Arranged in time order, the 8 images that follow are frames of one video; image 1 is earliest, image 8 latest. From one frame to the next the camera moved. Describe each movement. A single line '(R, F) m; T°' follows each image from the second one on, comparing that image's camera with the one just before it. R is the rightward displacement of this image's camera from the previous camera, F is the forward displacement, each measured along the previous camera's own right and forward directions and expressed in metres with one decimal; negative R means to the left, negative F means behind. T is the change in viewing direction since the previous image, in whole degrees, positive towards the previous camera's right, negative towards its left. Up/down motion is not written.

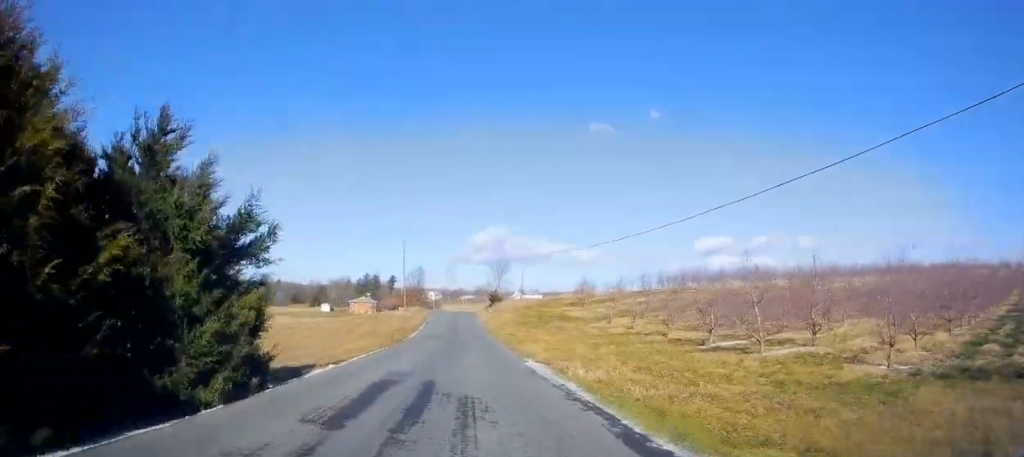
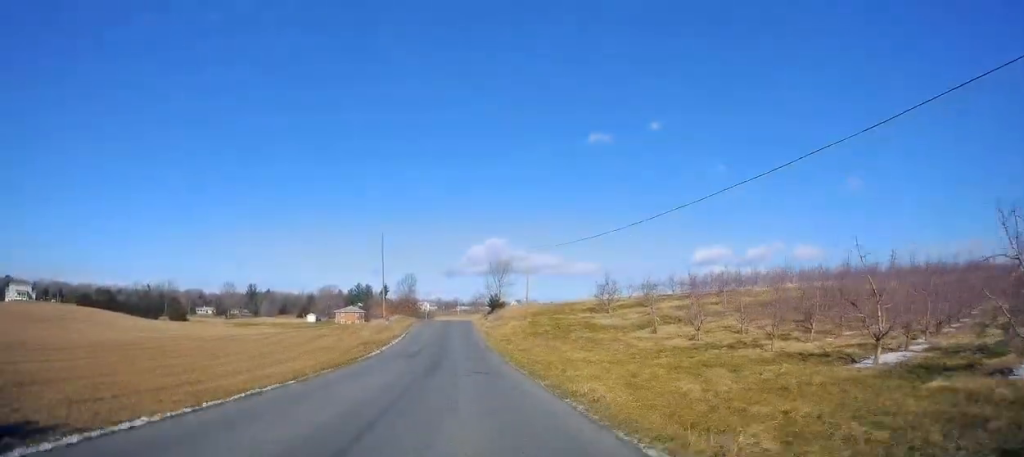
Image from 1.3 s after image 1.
(-0.4, +14.6) m; 0°
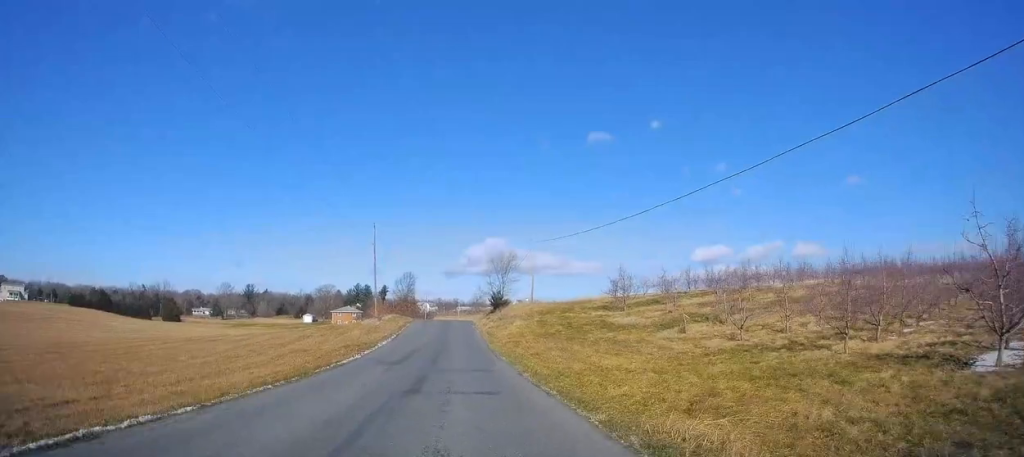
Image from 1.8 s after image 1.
(-0.1, +5.6) m; +1°
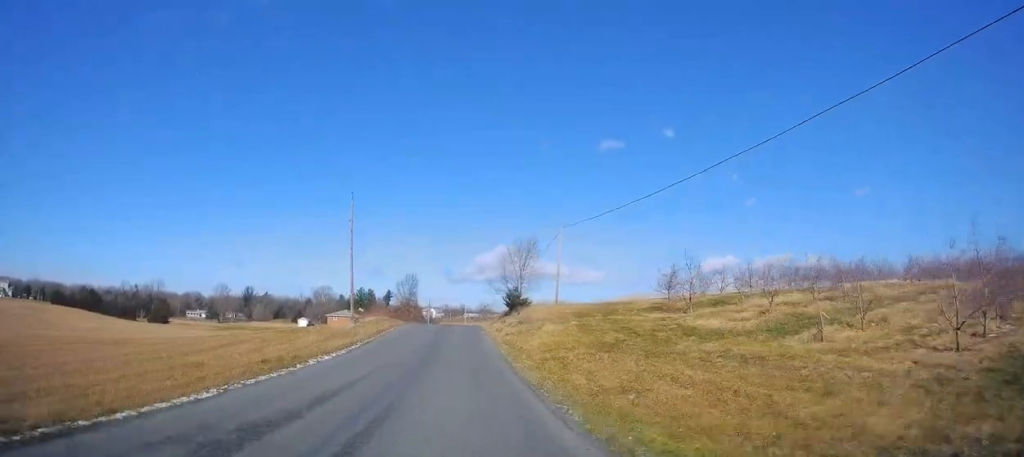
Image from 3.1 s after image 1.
(+0.5, +14.4) m; 0°
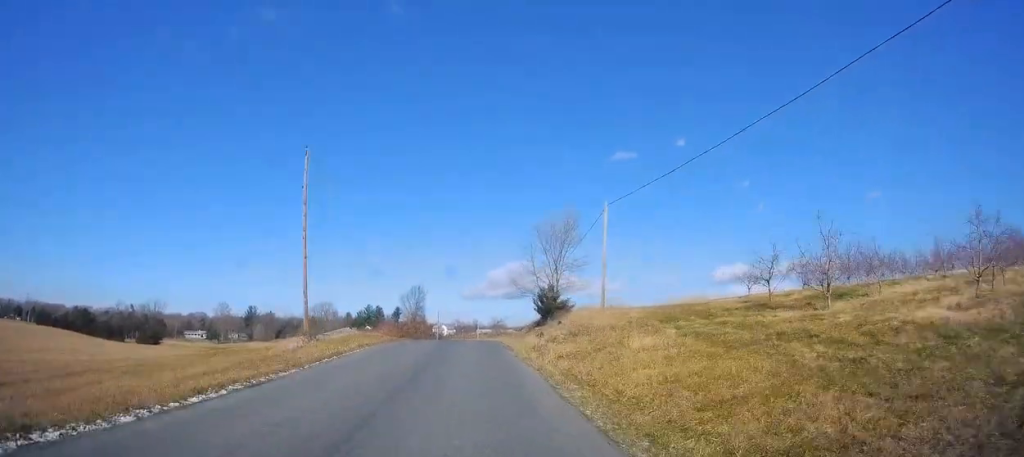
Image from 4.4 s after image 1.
(-0.3, +14.9) m; -3°
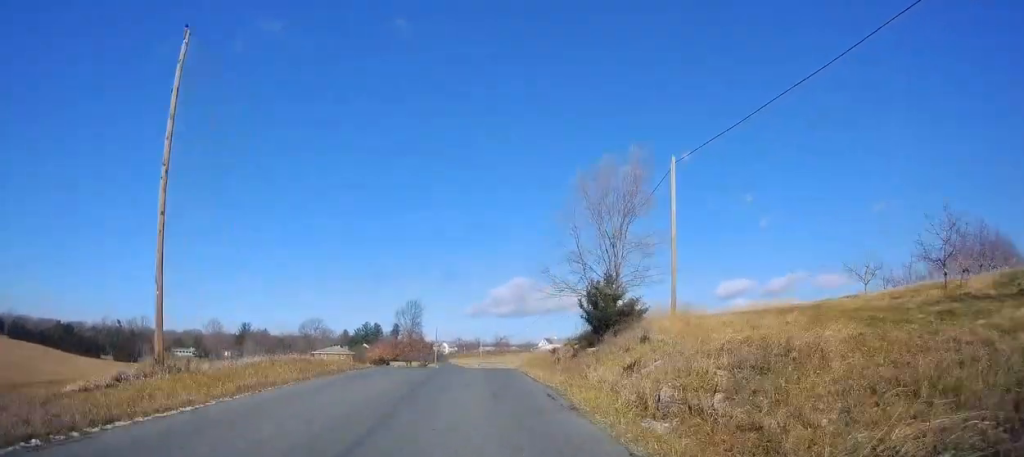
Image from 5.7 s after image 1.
(-0.7, +14.2) m; -2°
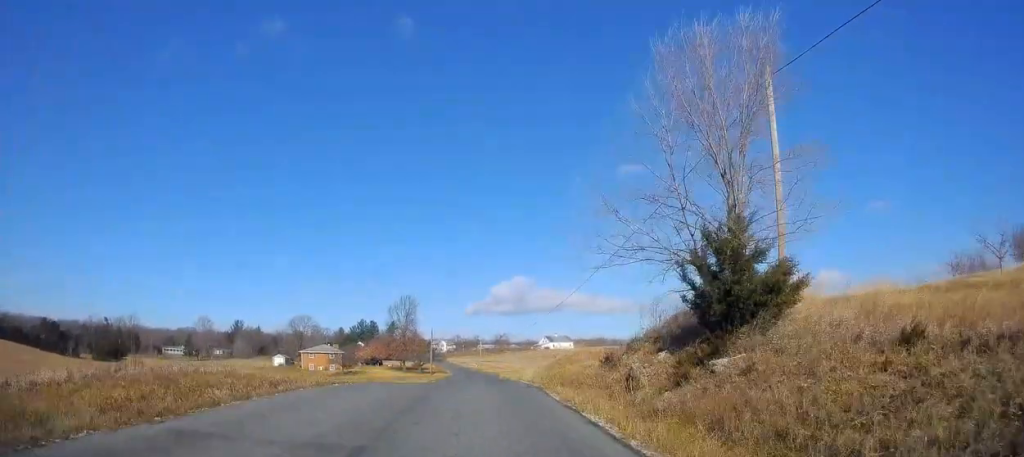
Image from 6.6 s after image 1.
(+0.5, +10.1) m; +3°
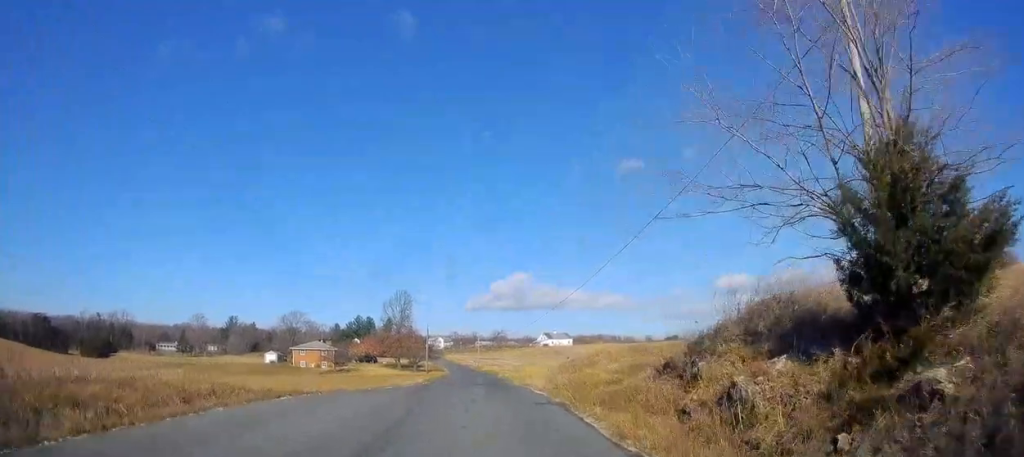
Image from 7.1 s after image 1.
(0.0, +4.9) m; +1°
